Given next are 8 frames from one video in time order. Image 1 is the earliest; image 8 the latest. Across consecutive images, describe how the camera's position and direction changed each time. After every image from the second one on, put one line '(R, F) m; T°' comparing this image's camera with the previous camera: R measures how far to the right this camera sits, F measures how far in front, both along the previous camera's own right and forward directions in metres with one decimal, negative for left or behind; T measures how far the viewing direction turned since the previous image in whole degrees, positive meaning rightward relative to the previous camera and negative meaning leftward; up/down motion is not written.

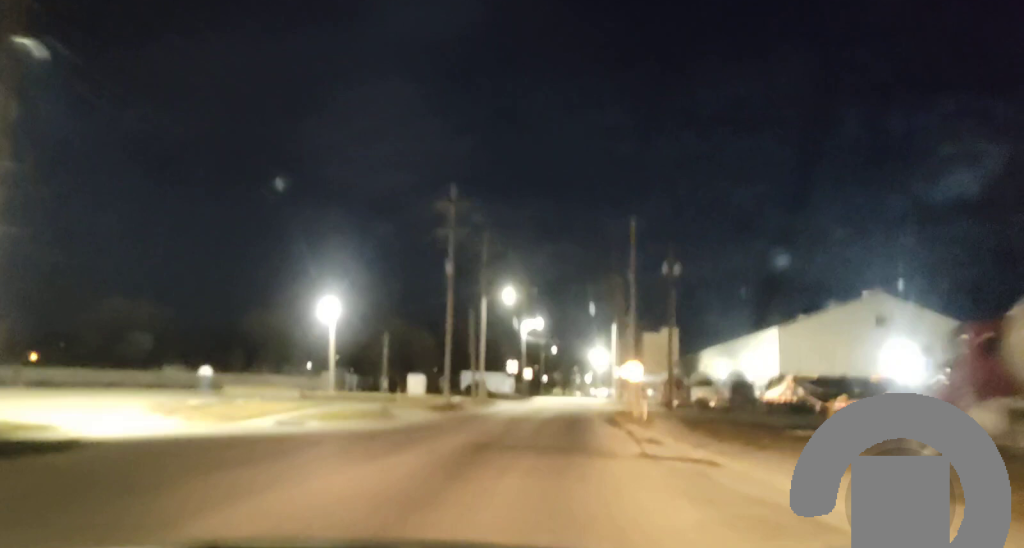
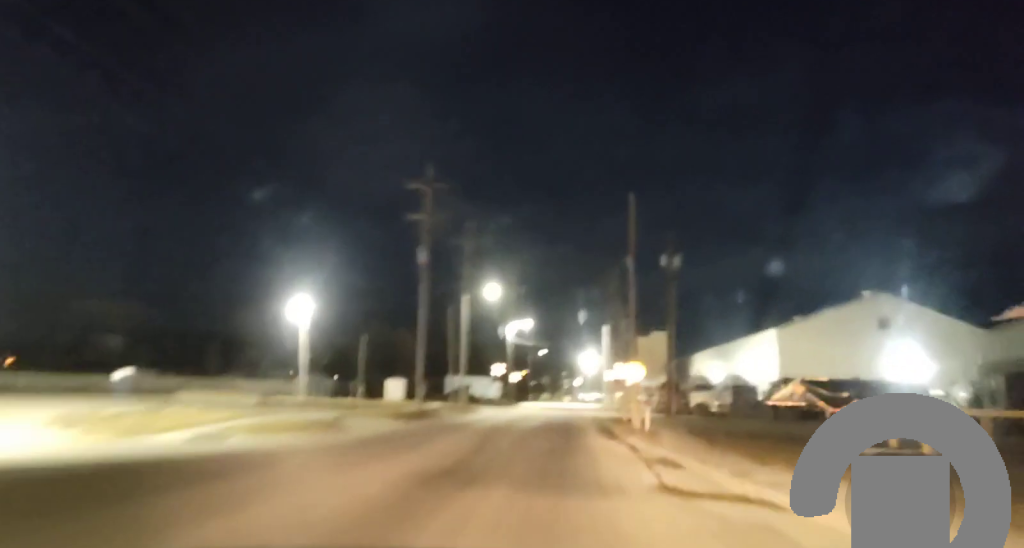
(-0.2, +5.7) m; -2°
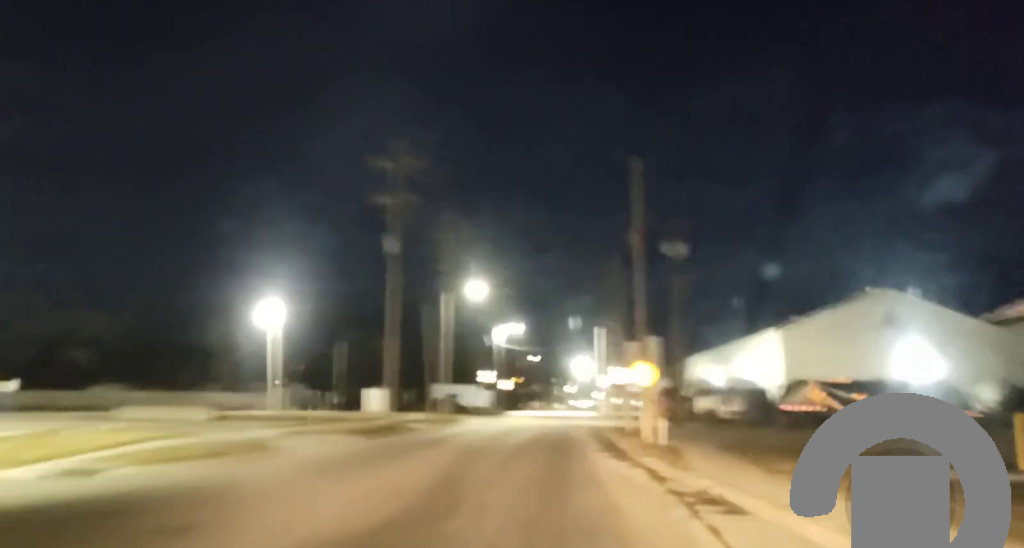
(-0.1, +7.0) m; -1°
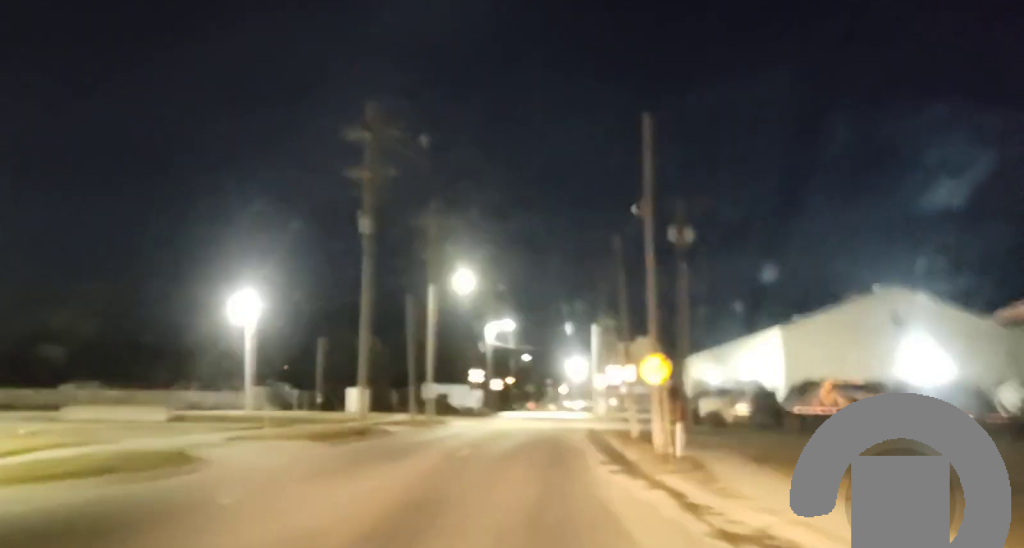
(-0.1, +5.3) m; 0°
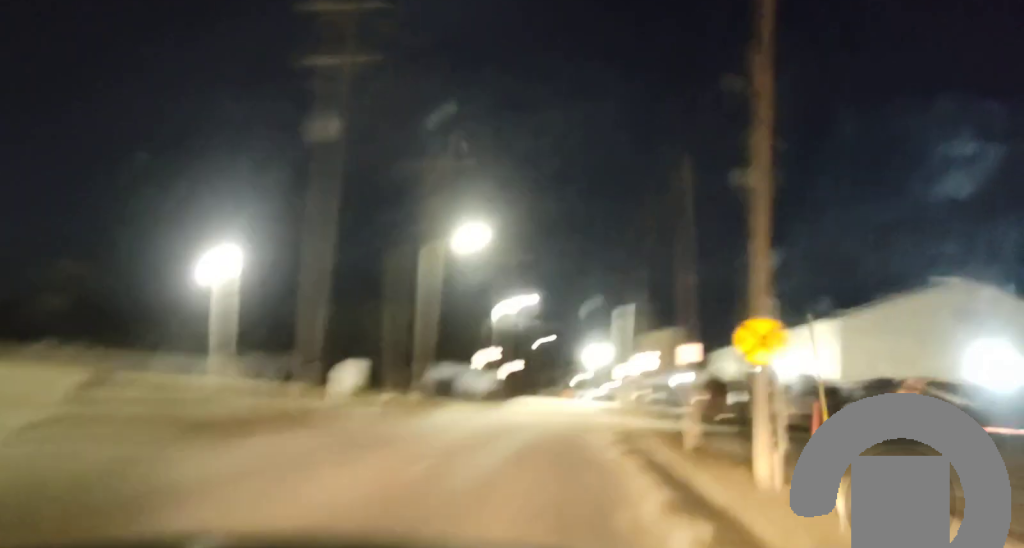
(+0.1, +9.6) m; +2°
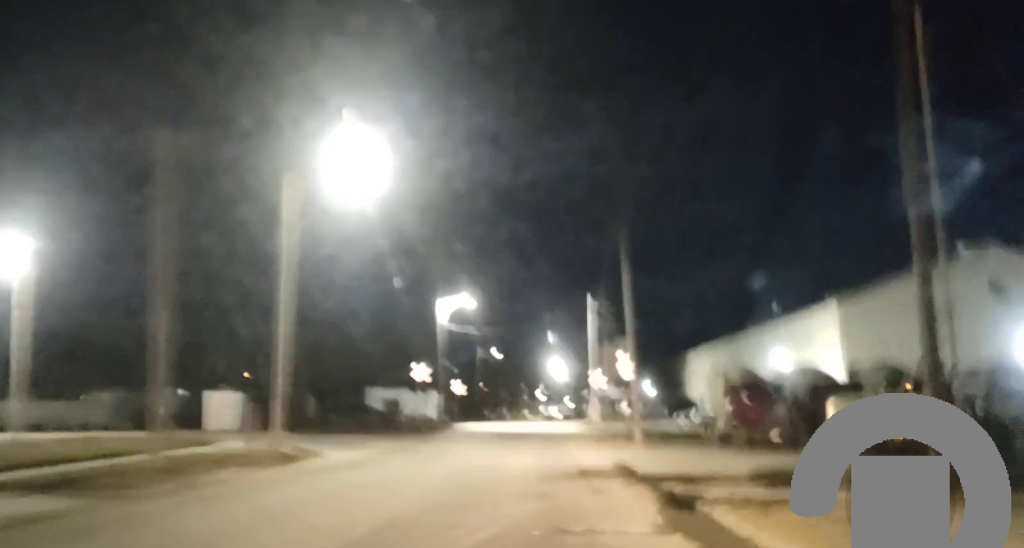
(+0.3, +19.1) m; -1°
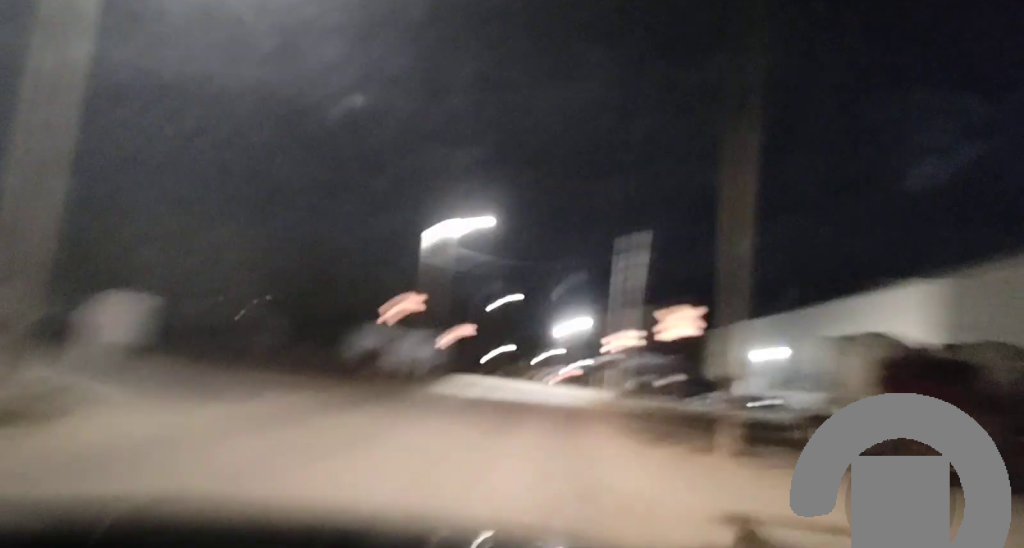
(-0.3, +14.8) m; +2°
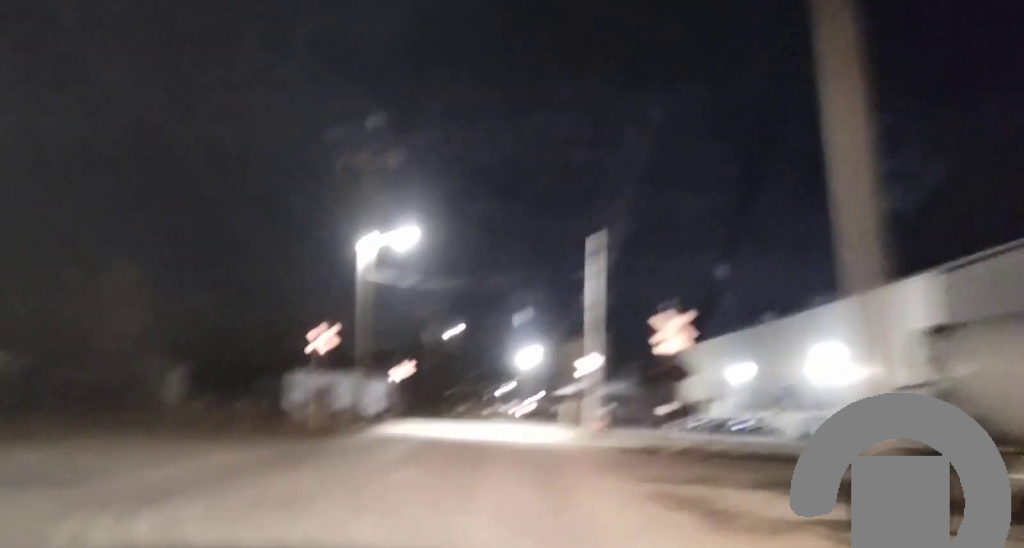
(+0.4, +9.7) m; +2°
